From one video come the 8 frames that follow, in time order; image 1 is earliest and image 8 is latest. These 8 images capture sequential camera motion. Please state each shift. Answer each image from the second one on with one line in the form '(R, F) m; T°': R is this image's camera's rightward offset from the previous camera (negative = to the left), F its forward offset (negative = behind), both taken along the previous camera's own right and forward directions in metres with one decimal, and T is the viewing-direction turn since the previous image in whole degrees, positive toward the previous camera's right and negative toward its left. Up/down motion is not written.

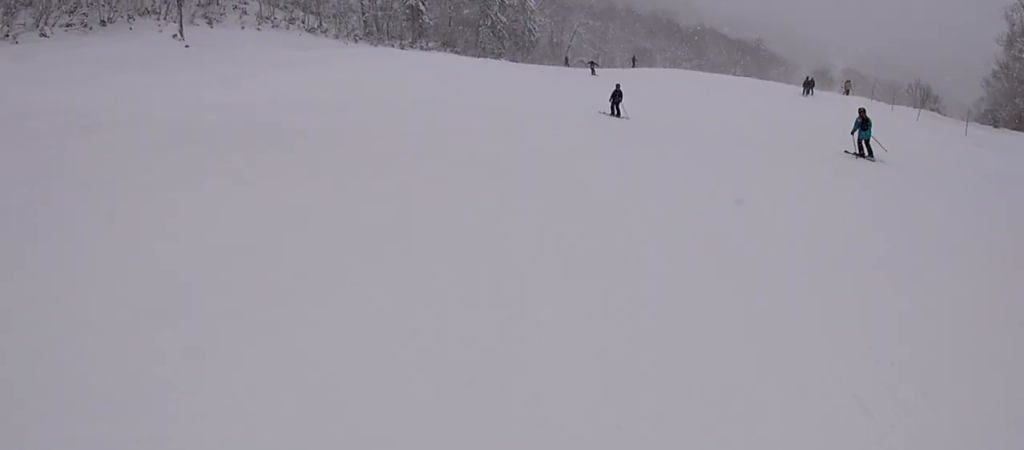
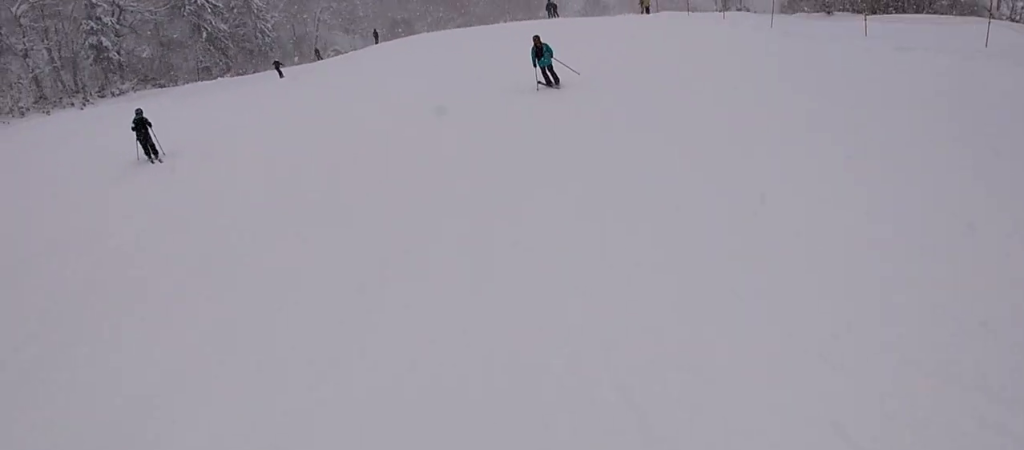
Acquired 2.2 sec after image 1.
(+2.4, +15.4) m; +7°
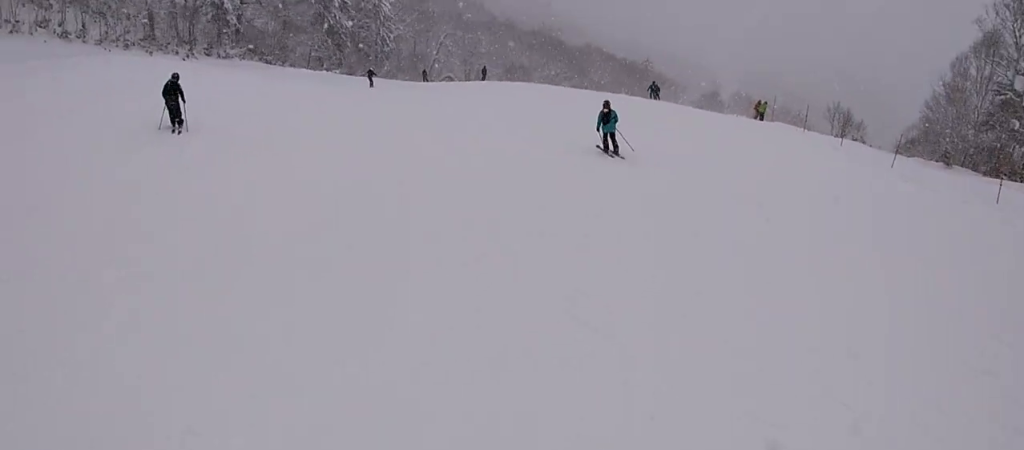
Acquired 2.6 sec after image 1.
(-0.3, +2.7) m; -5°
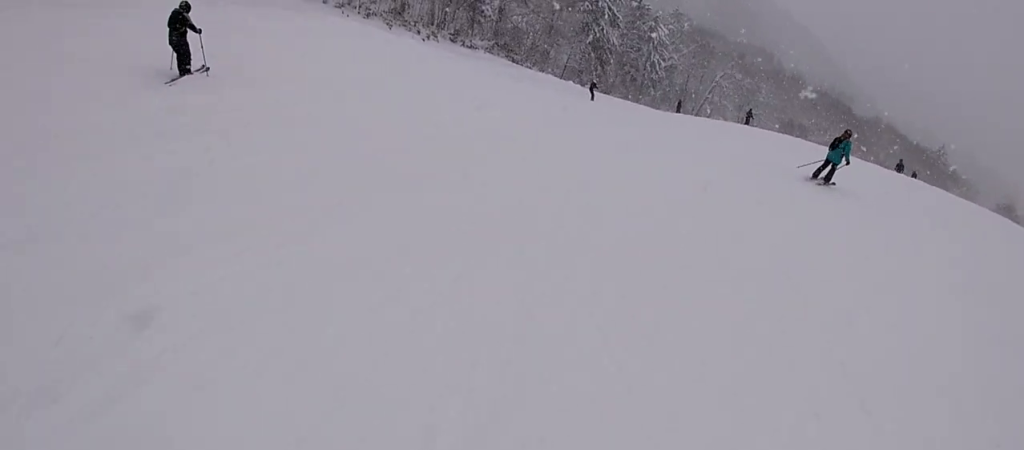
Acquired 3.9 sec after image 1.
(-1.5, +8.3) m; -6°
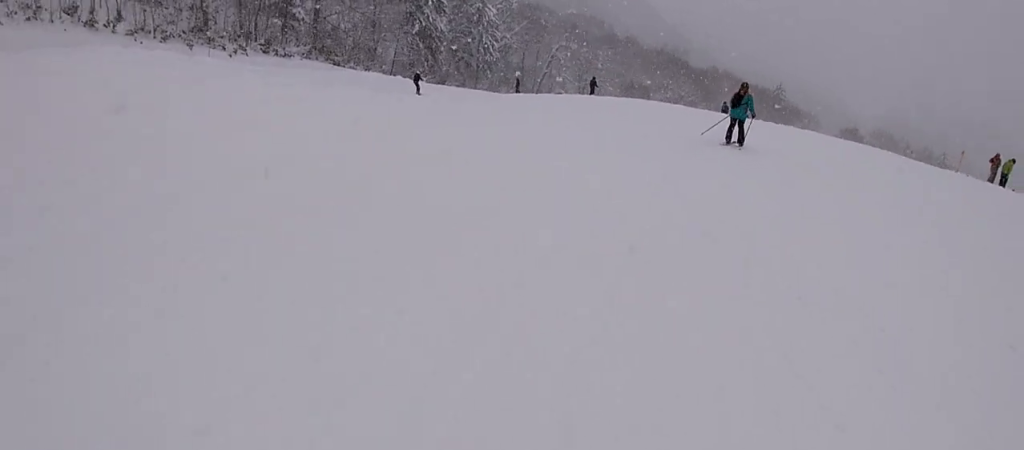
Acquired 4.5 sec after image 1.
(0.0, +3.7) m; +7°
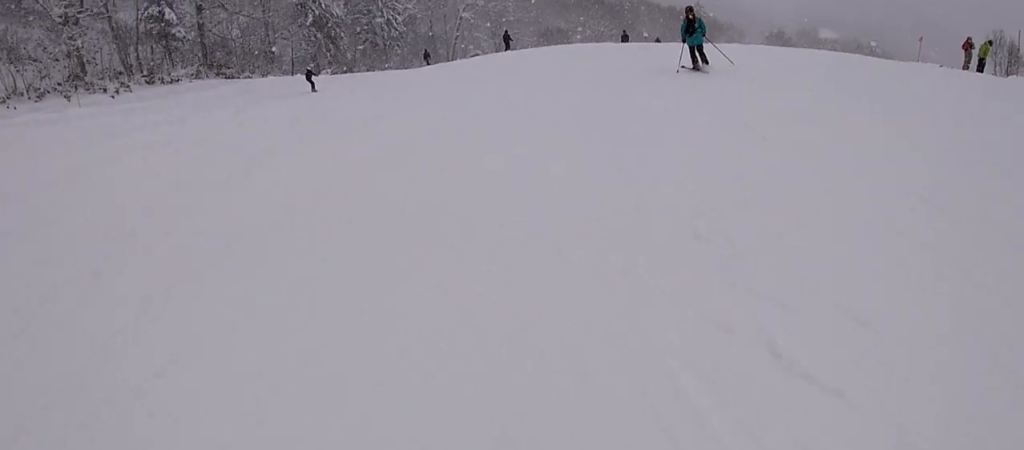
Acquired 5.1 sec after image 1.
(+0.7, +3.0) m; +9°
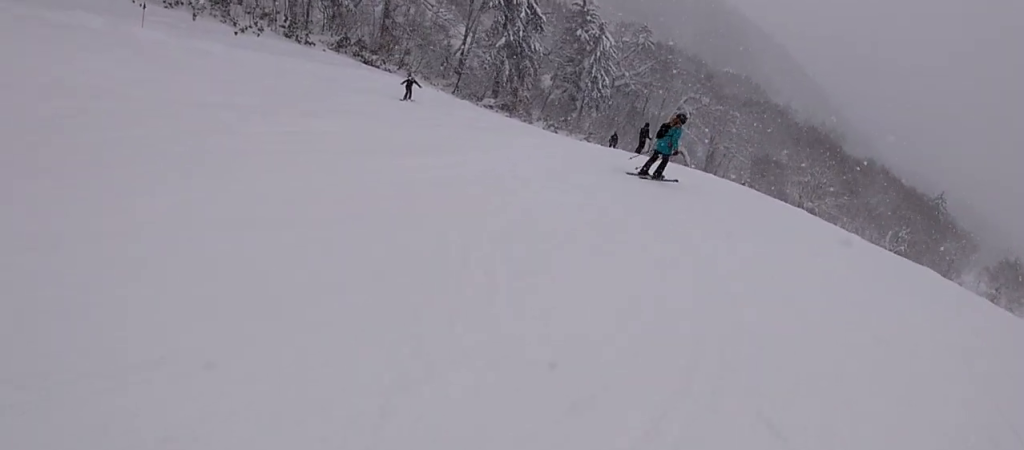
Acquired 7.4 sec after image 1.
(-2.3, +12.0) m; -23°
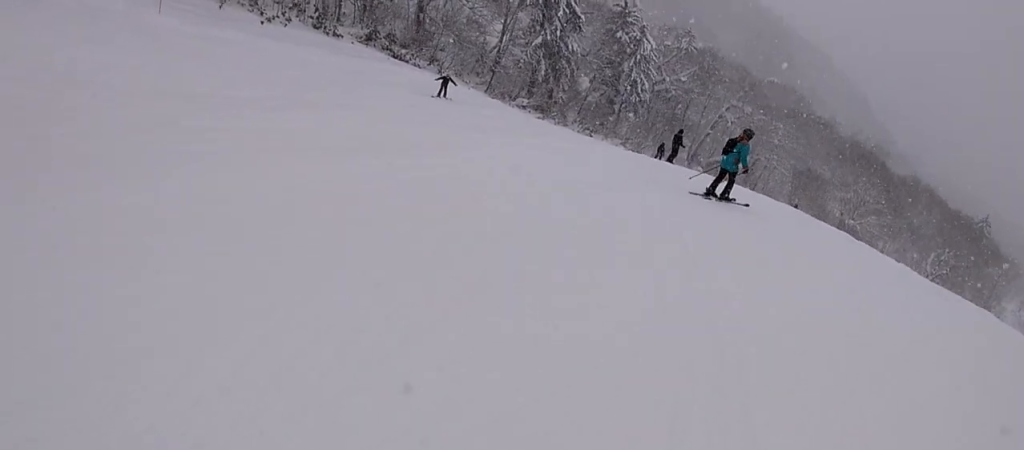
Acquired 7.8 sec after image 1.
(+0.2, +1.8) m; +4°
